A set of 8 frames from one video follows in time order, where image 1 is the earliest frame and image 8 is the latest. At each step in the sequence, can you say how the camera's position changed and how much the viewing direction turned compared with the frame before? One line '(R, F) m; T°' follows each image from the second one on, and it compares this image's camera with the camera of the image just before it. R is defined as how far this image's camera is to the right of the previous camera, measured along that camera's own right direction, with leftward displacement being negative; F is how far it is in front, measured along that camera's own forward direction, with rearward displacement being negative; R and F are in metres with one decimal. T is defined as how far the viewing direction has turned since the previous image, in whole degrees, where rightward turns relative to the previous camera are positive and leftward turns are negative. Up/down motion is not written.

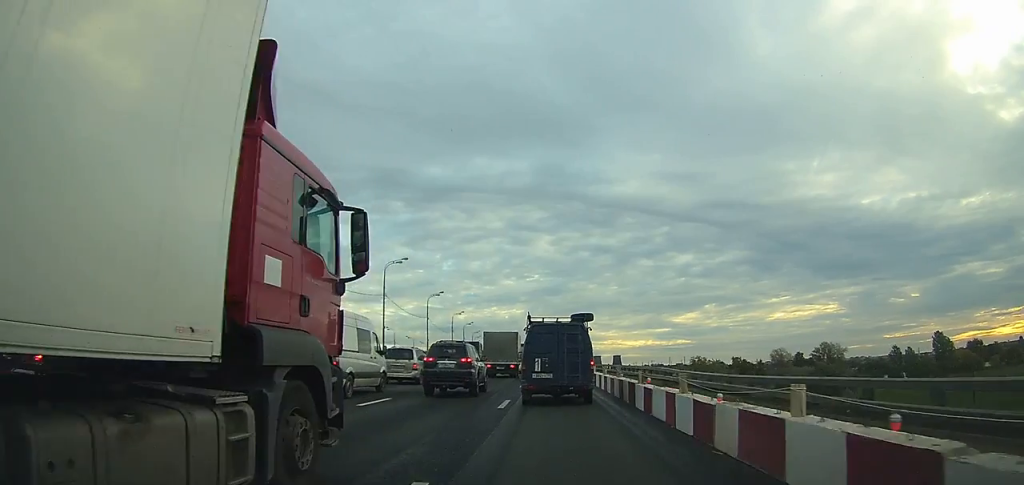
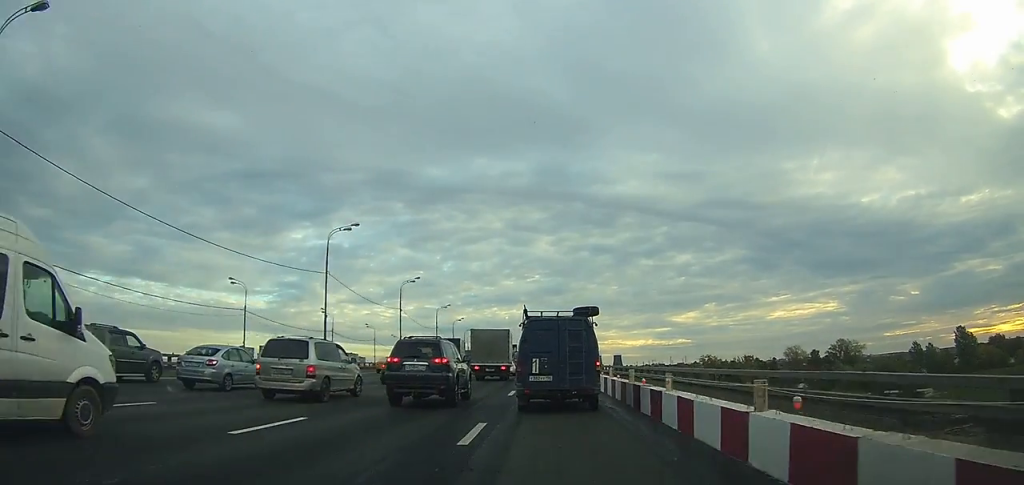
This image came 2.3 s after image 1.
(-0.1, +17.6) m; 0°
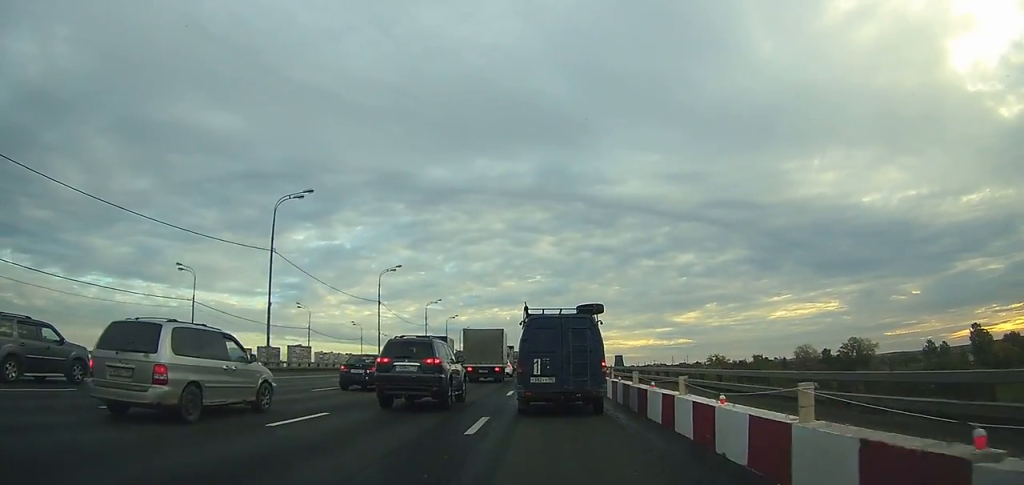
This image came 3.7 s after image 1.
(+0.1, +10.0) m; 0°
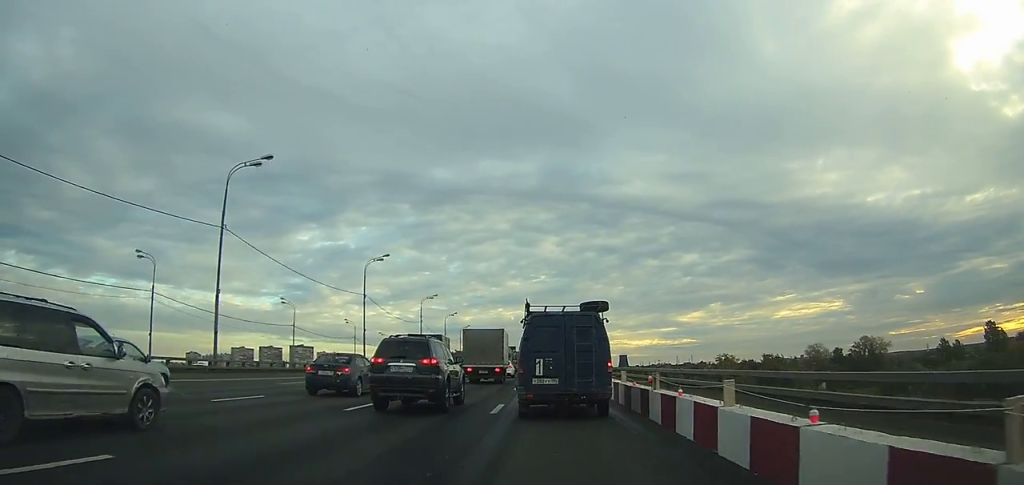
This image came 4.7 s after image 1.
(0.0, +6.6) m; -1°
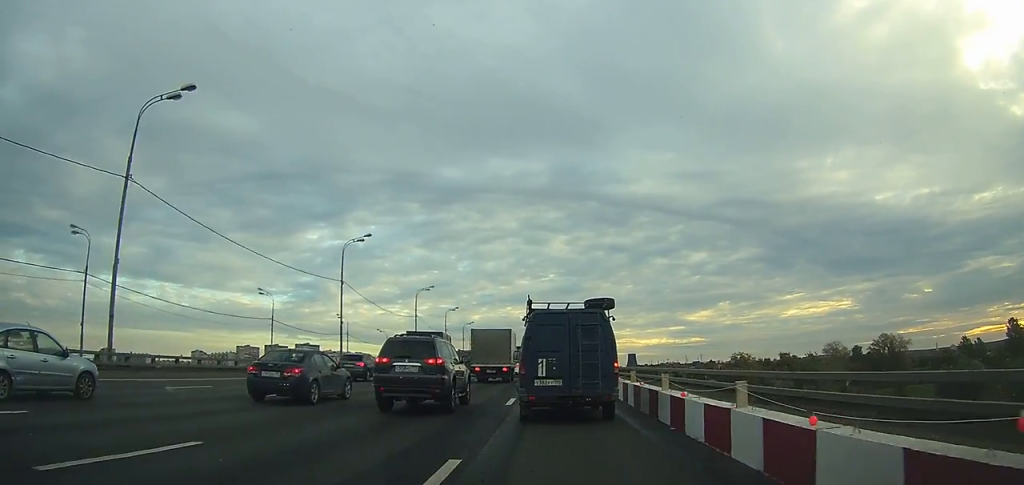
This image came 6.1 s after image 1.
(-0.1, +9.3) m; -1°
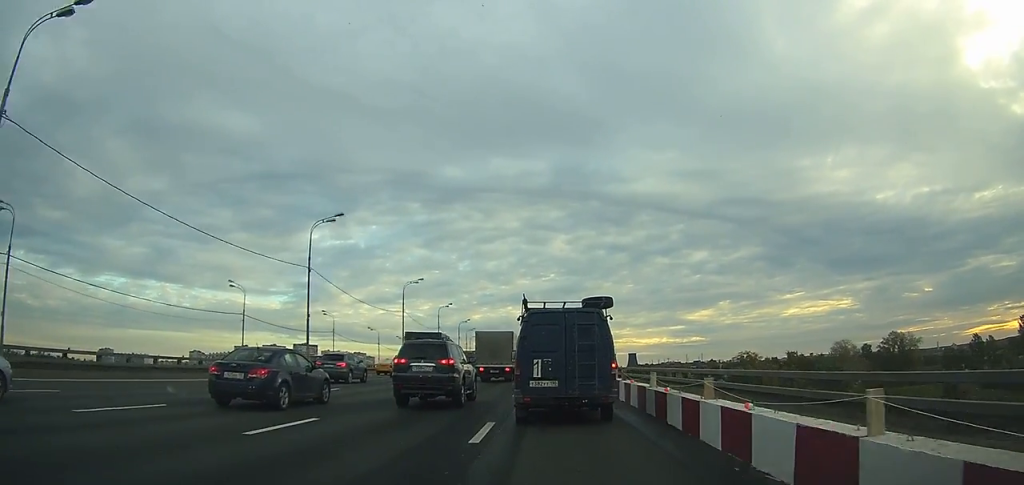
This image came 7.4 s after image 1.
(-0.2, +8.5) m; 0°
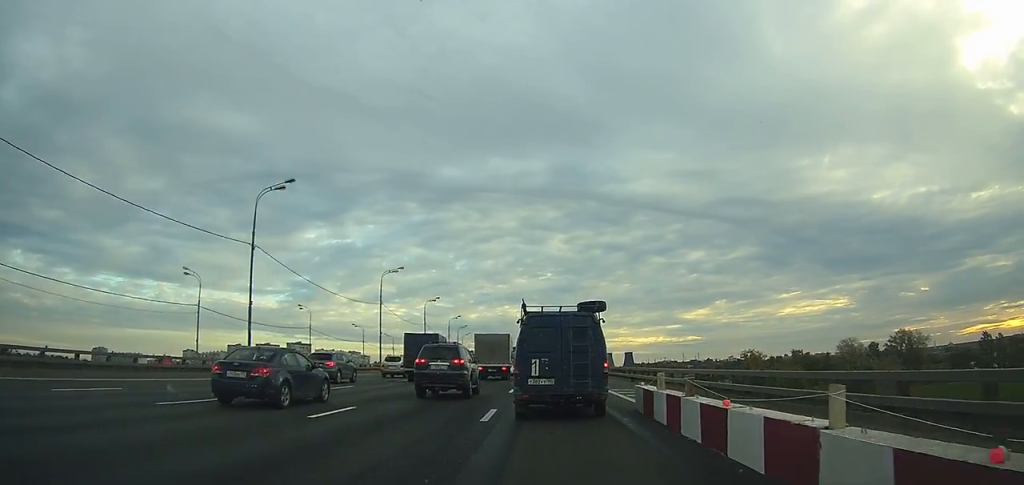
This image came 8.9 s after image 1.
(+0.1, +10.8) m; +1°
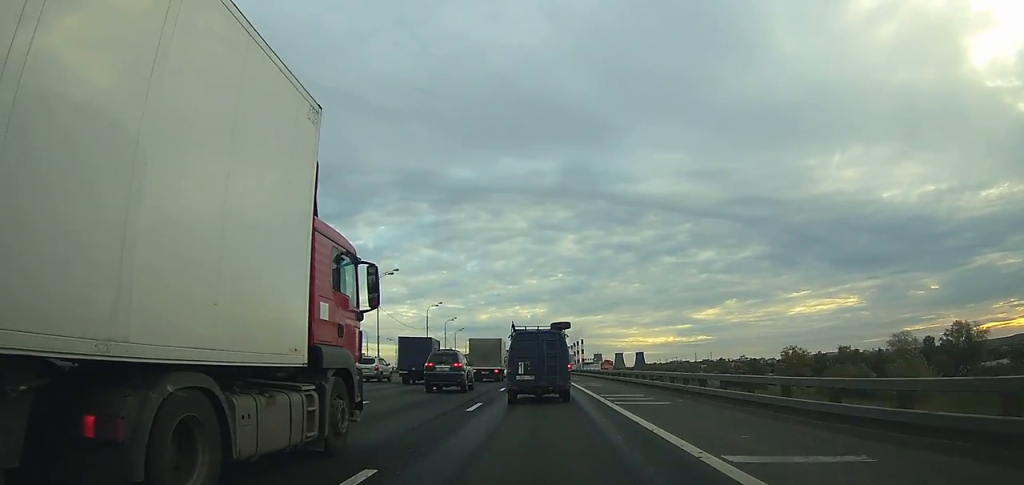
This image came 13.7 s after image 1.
(+0.1, +35.1) m; -1°
